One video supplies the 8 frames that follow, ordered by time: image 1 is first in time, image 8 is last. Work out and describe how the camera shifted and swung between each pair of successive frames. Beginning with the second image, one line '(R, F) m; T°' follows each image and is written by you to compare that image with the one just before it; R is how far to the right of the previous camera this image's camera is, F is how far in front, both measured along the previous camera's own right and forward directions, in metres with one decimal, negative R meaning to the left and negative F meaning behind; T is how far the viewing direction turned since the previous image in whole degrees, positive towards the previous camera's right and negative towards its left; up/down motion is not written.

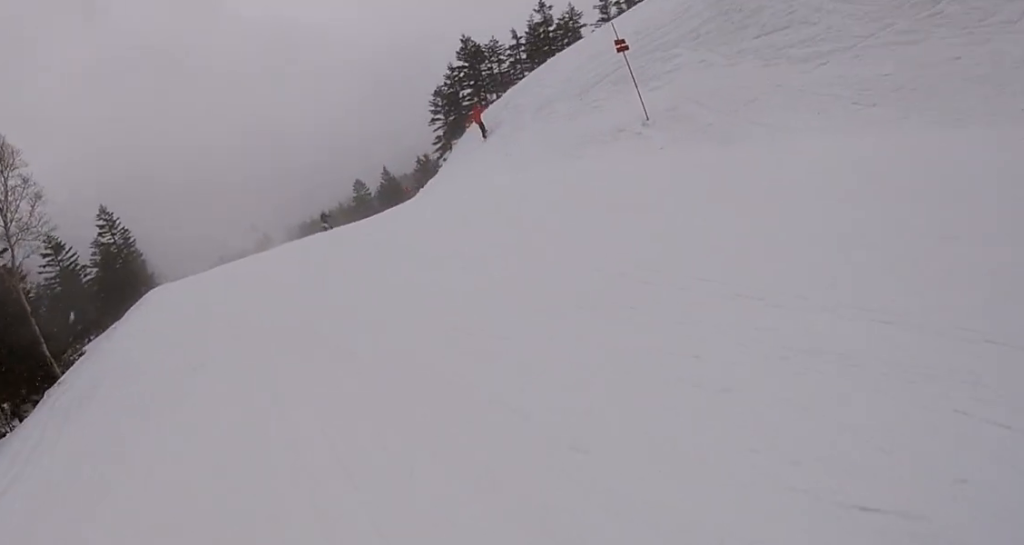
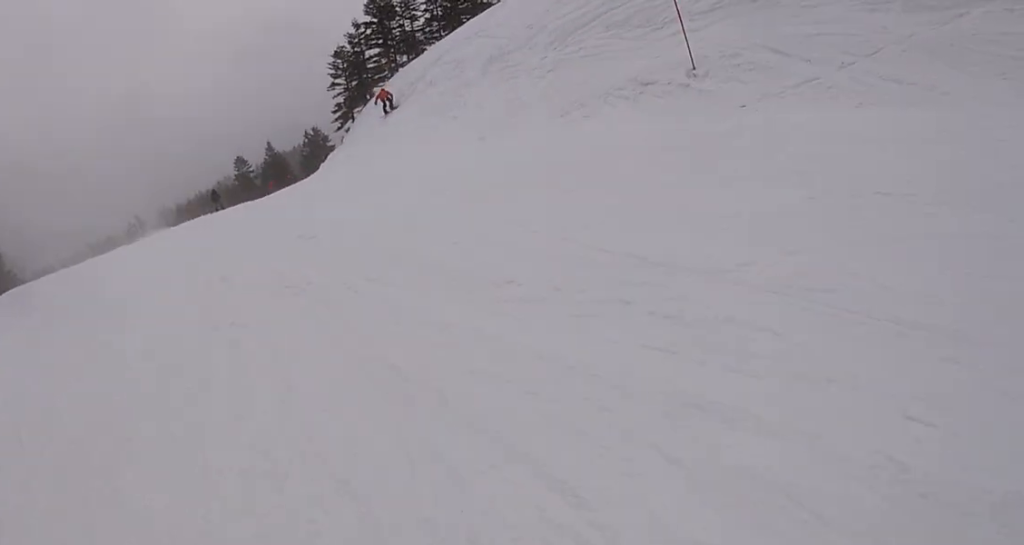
(+0.8, +5.8) m; +7°
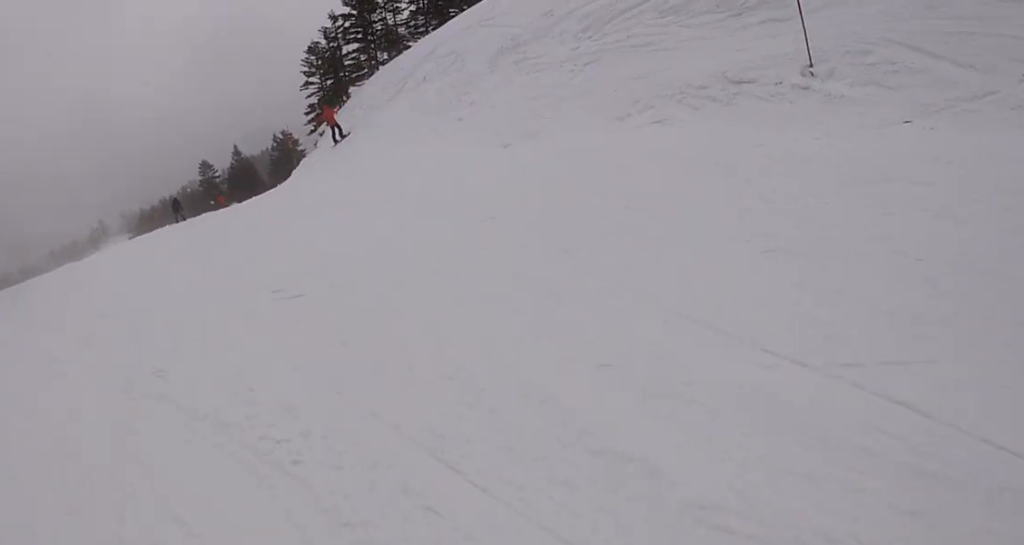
(0.0, +3.7) m; 0°
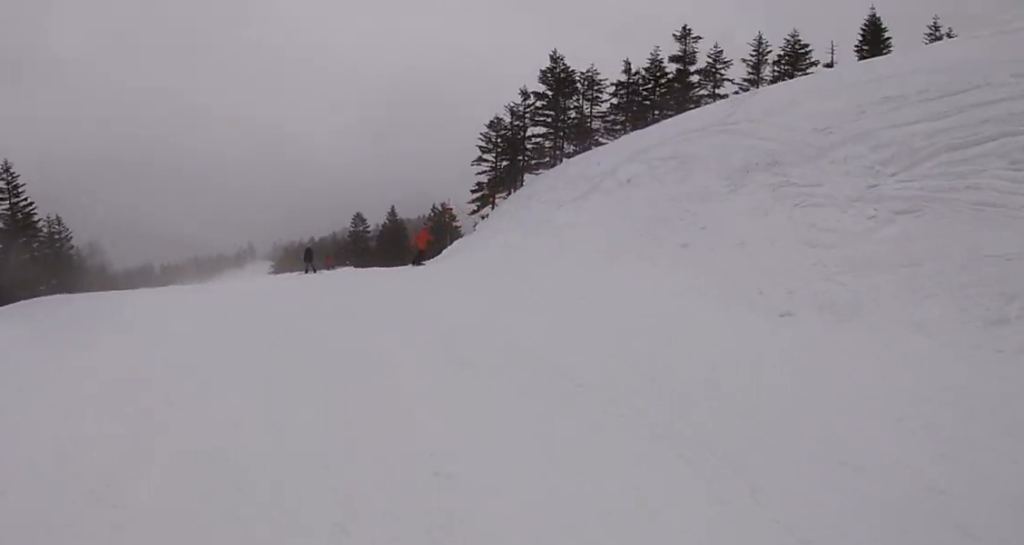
(0.0, +4.7) m; -4°
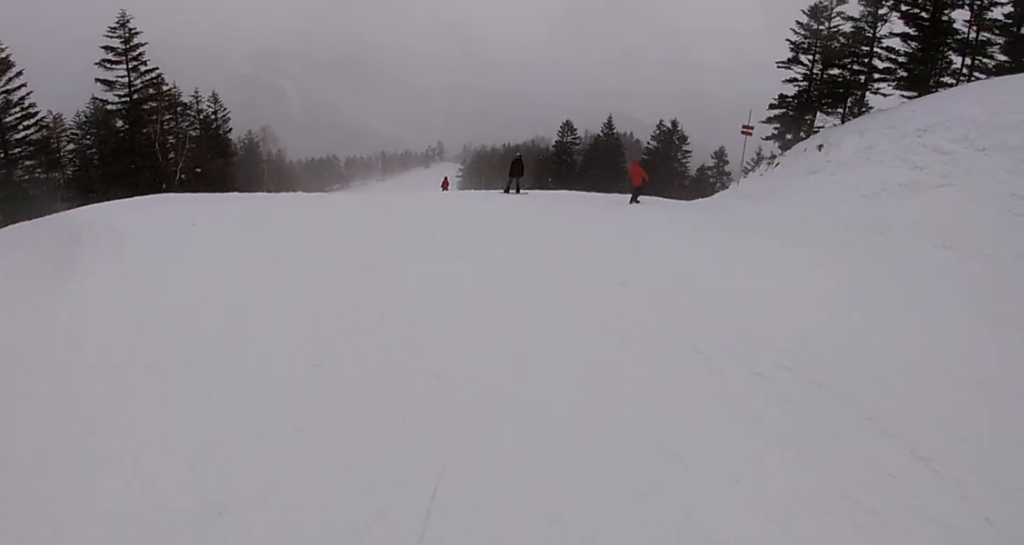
(-2.3, +9.2) m; -24°
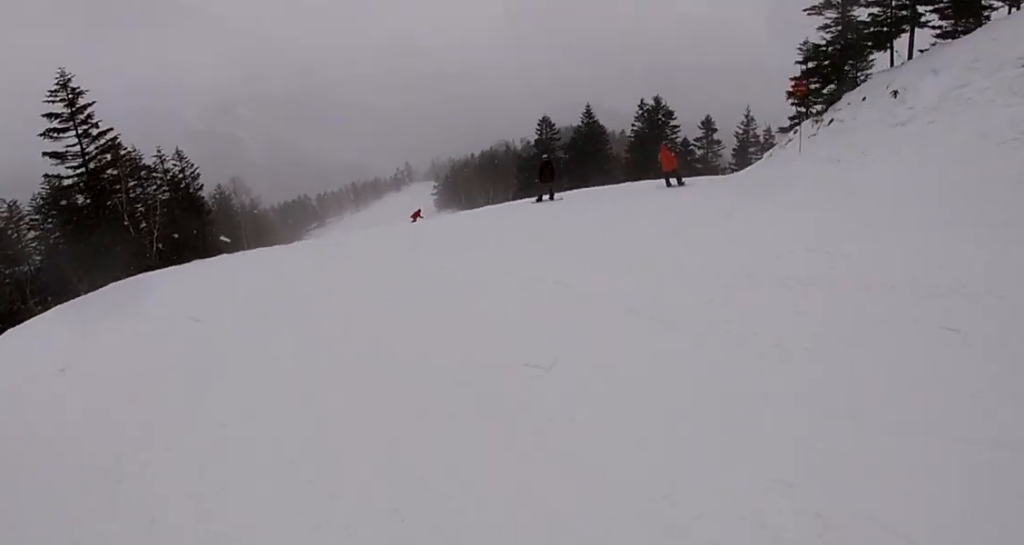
(-0.3, +3.5) m; +4°
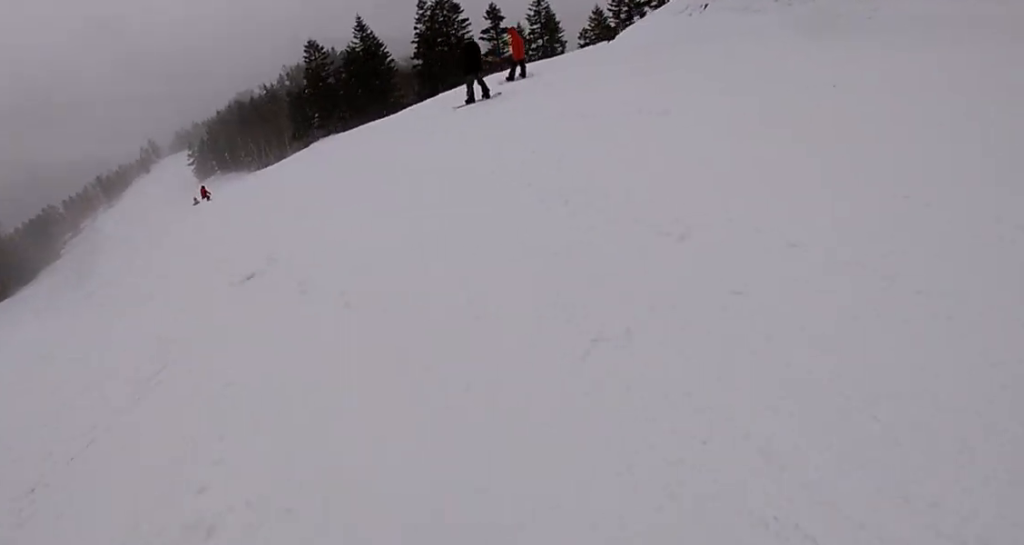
(+2.3, +6.6) m; +37°
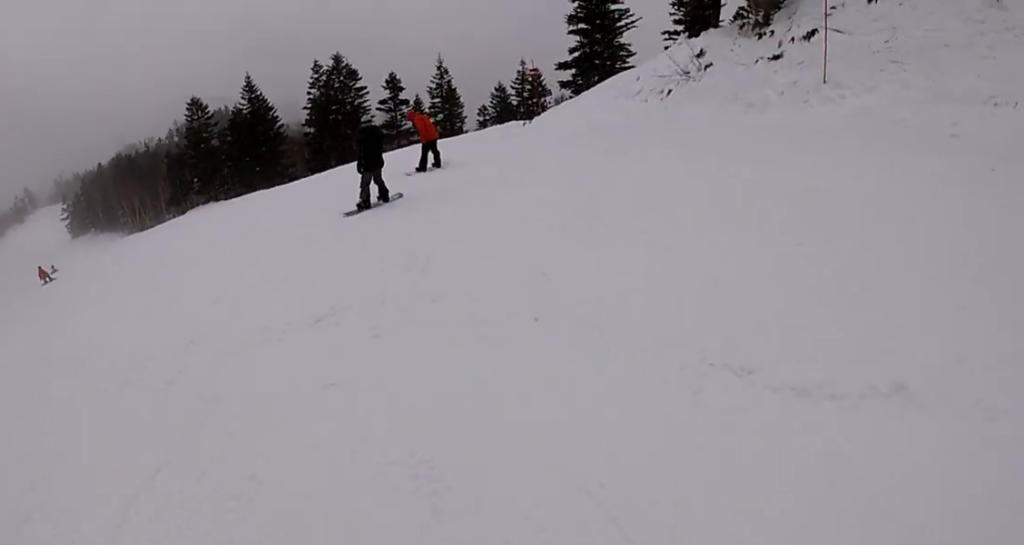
(+0.9, +4.7) m; -2°
